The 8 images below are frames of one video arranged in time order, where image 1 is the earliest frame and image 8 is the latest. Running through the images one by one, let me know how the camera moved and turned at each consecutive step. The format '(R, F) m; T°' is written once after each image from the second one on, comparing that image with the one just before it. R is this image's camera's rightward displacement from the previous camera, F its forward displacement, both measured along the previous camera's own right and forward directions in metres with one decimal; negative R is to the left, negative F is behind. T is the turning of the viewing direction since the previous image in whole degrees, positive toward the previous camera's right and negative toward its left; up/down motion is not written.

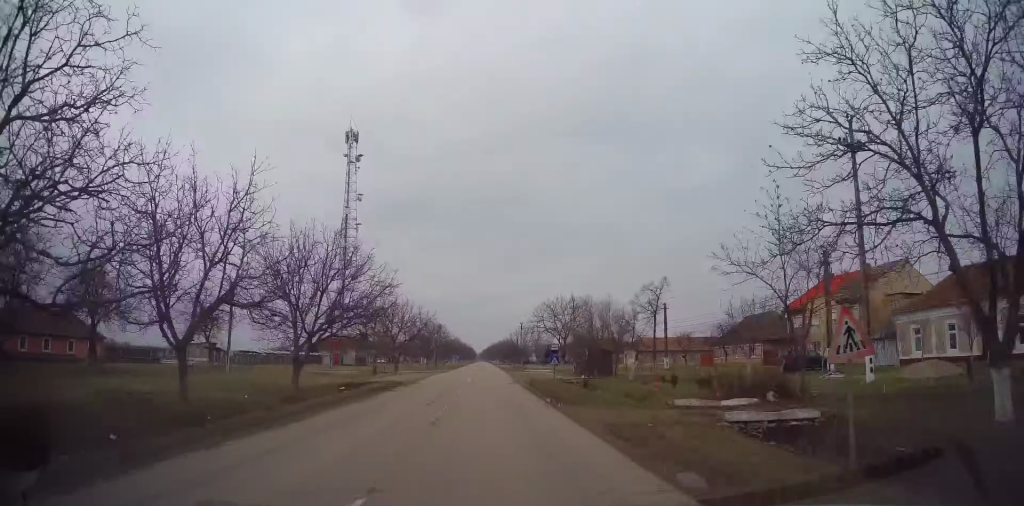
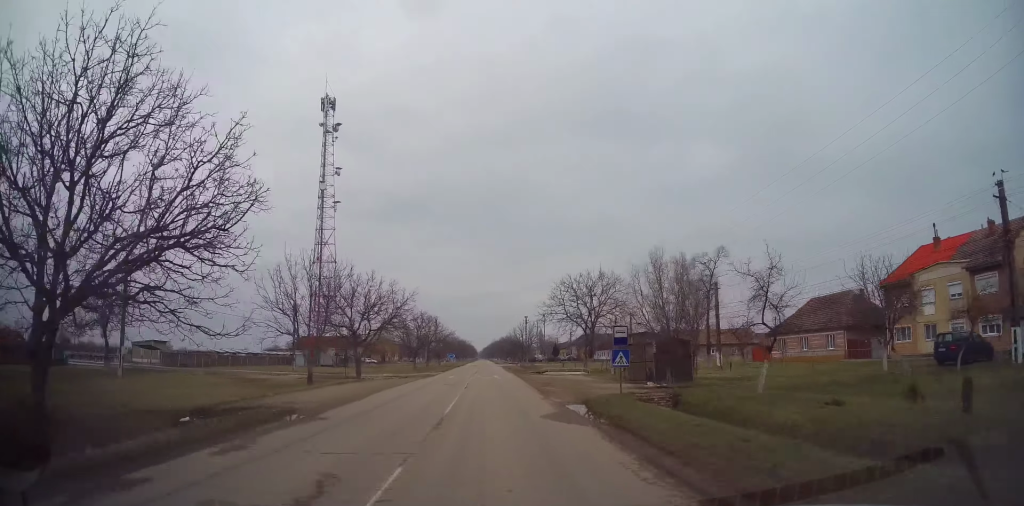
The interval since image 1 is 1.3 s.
(-0.1, +16.4) m; 0°
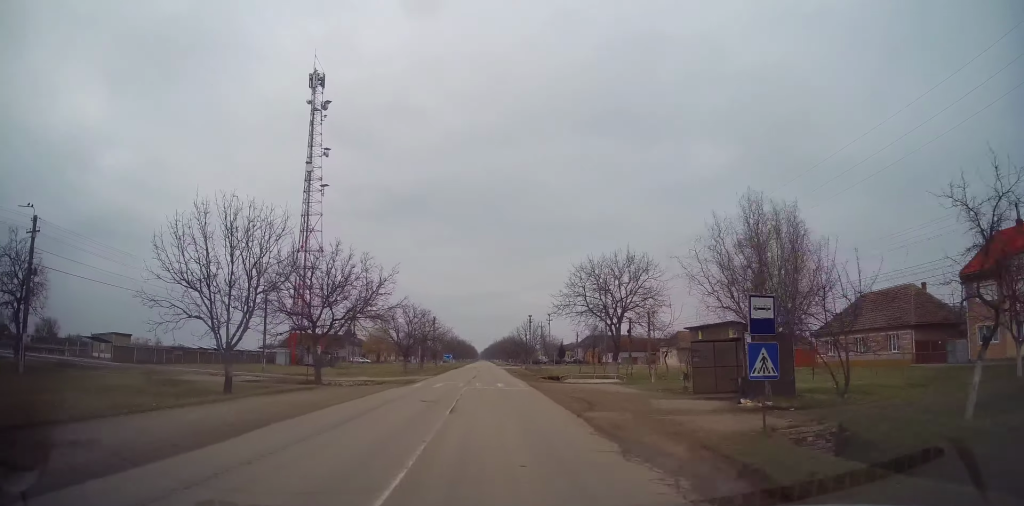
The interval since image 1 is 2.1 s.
(+0.1, +9.4) m; -1°
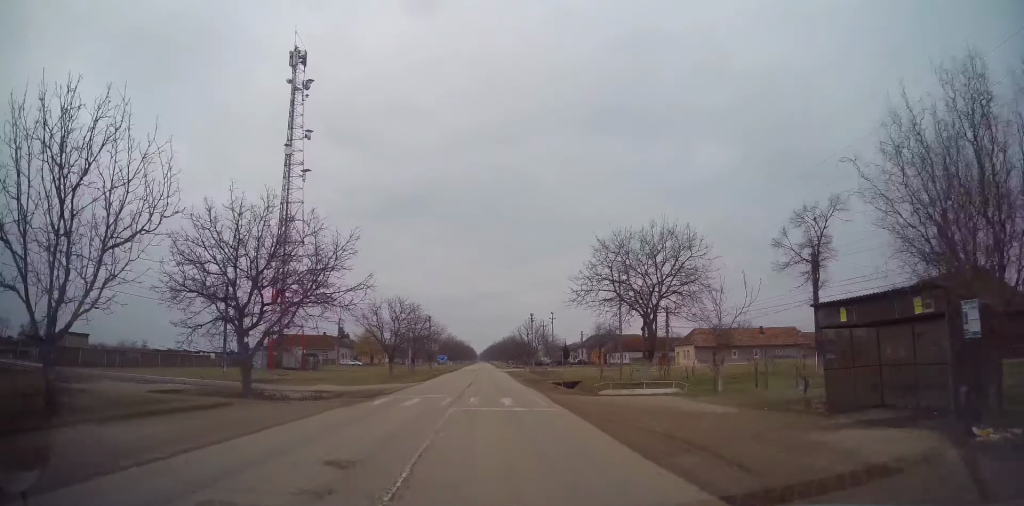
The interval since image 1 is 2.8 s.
(-0.1, +9.0) m; 0°
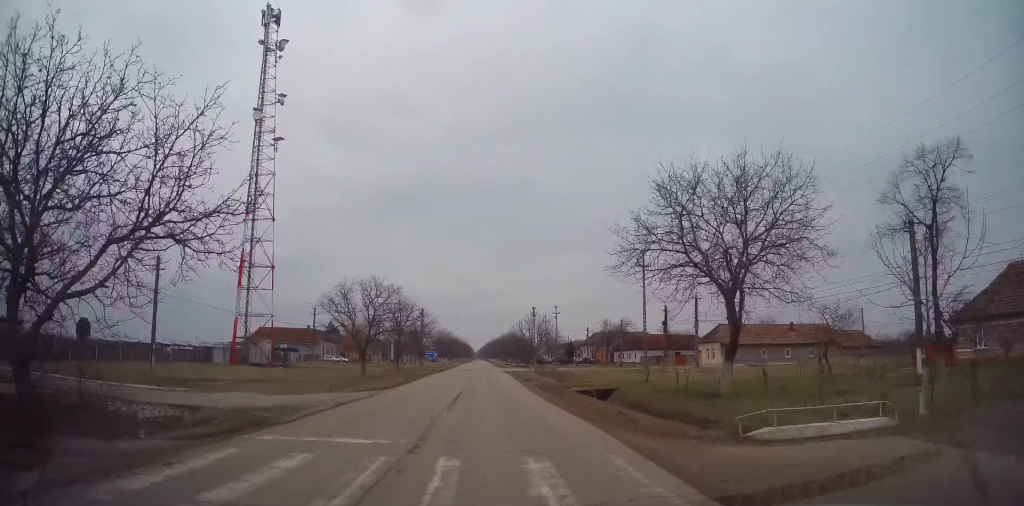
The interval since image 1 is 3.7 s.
(0.0, +11.4) m; +1°
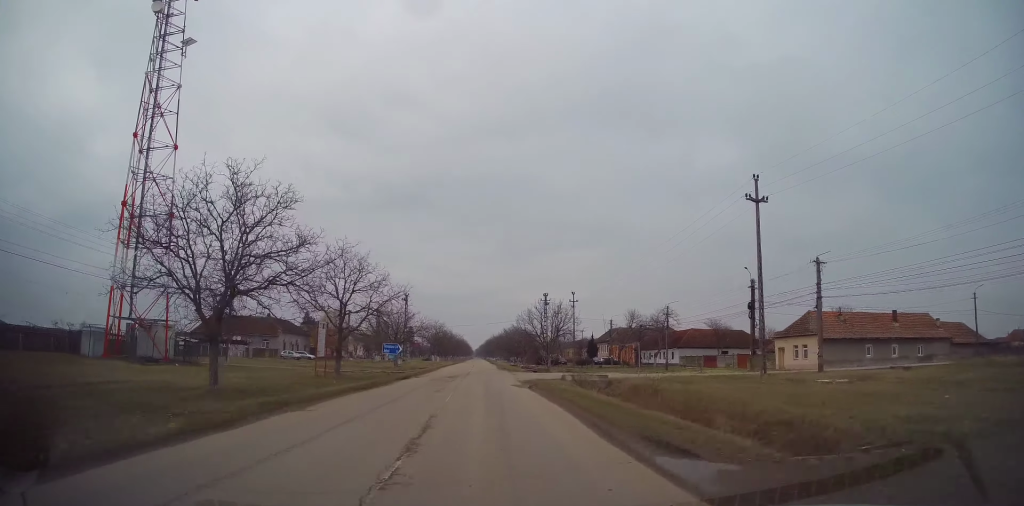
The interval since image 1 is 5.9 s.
(+0.2, +24.1) m; -1°
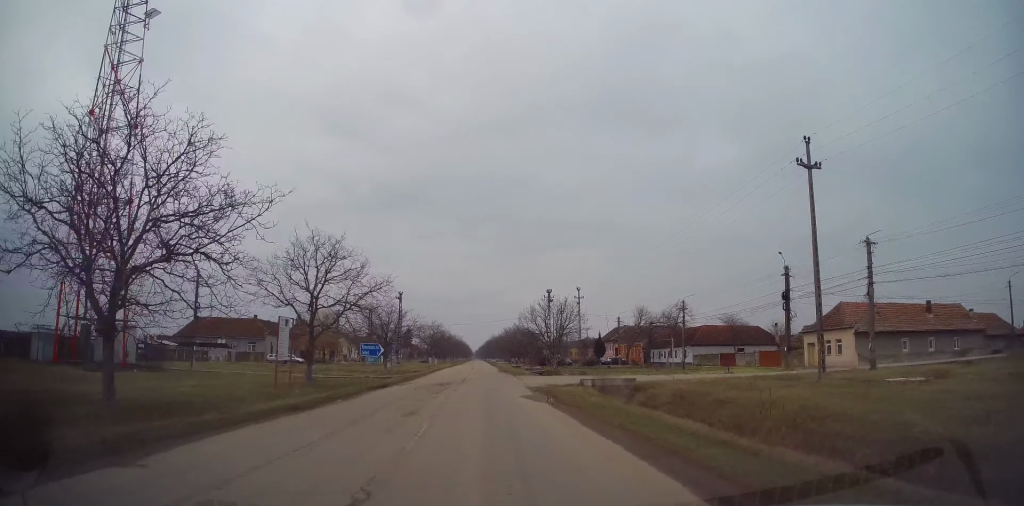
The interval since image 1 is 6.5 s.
(0.0, +6.4) m; 0°
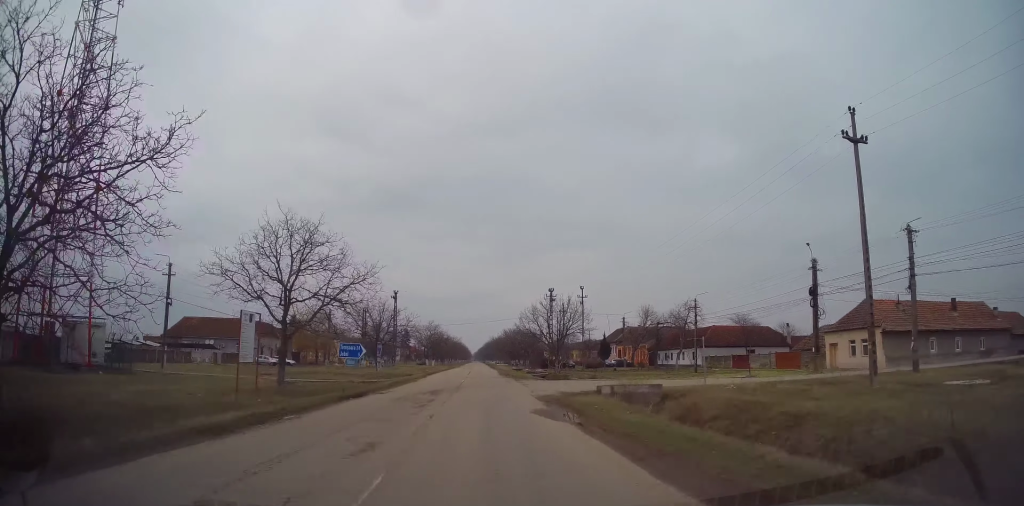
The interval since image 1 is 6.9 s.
(0.0, +4.1) m; 0°
